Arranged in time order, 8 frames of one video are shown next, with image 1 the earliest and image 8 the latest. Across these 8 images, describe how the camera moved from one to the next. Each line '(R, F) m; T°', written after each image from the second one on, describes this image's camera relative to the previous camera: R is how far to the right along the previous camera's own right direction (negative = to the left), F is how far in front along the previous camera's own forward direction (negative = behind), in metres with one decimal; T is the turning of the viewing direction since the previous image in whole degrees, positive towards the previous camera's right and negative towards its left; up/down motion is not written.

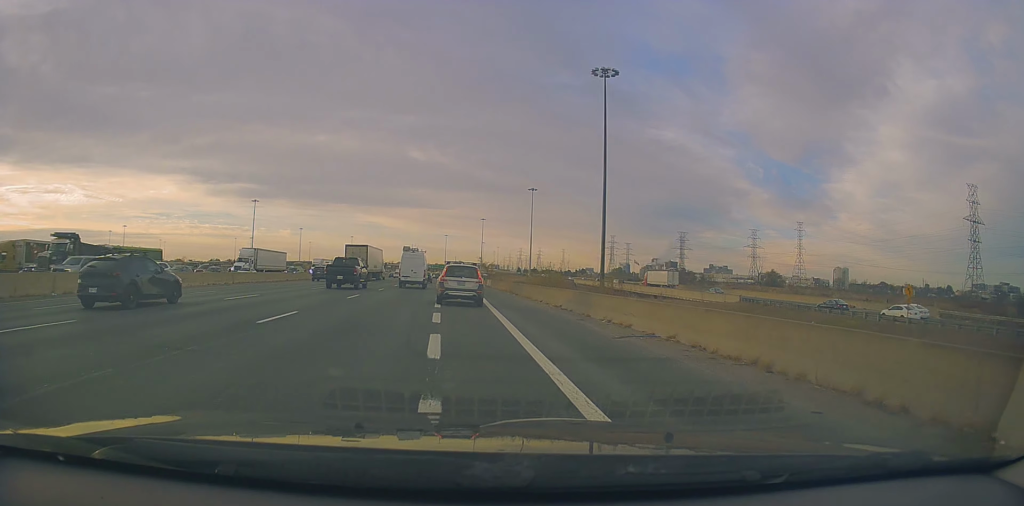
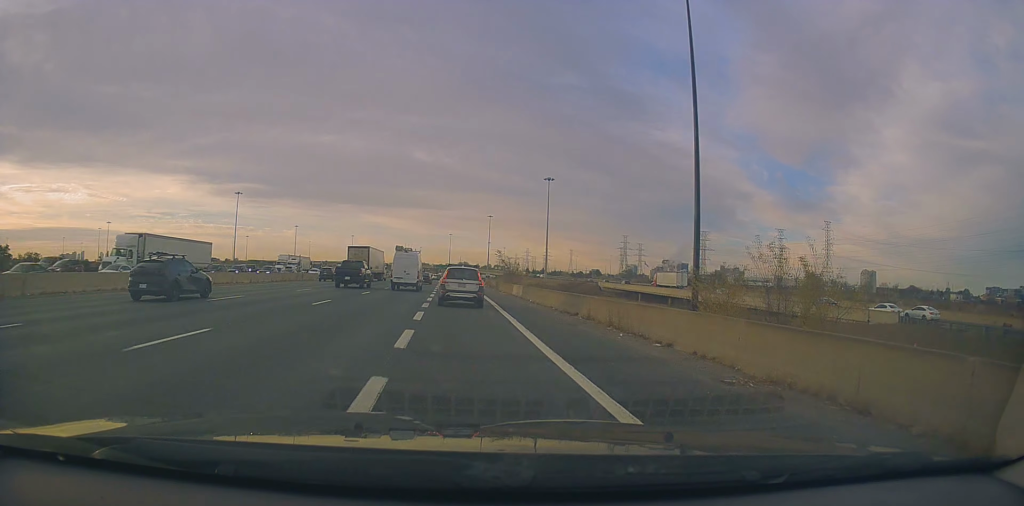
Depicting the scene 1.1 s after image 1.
(-0.4, +27.8) m; -1°
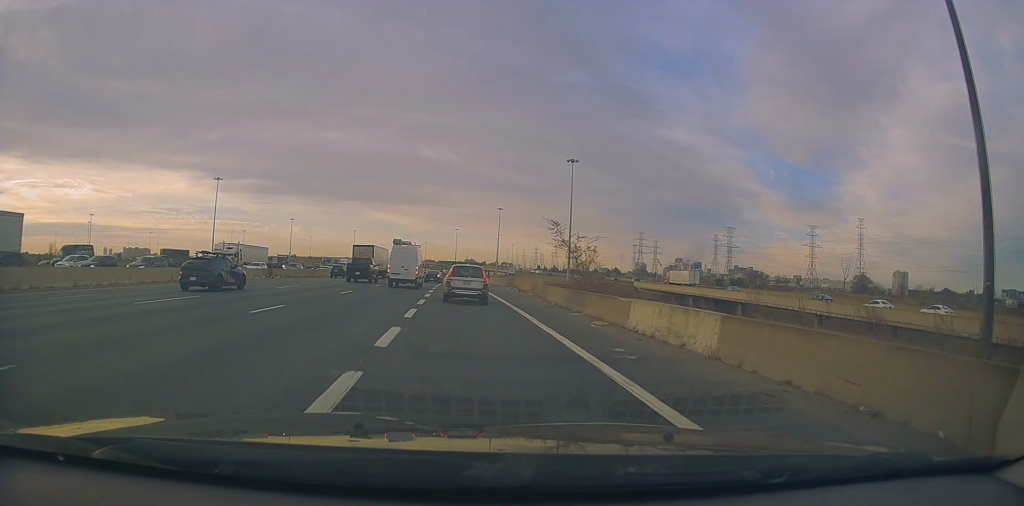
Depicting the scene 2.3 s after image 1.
(-0.2, +28.5) m; 0°
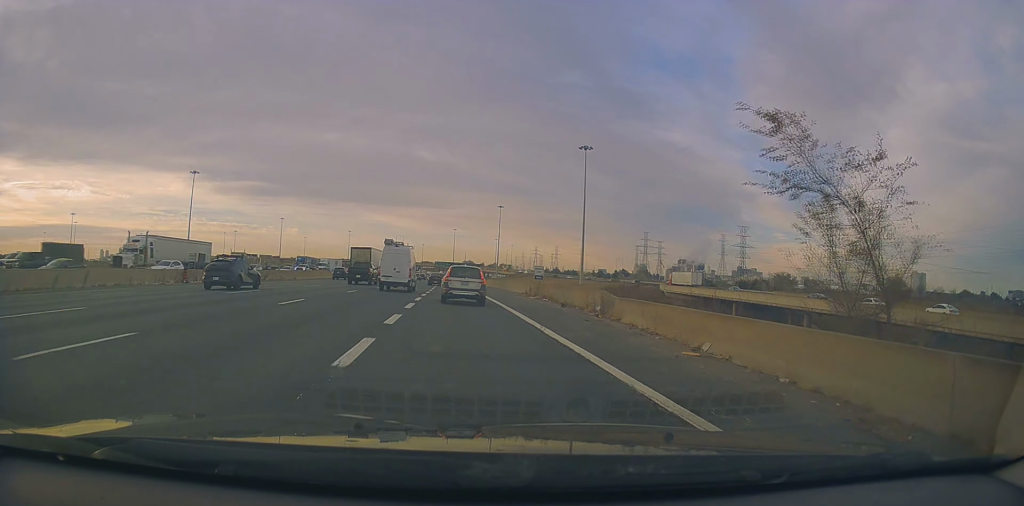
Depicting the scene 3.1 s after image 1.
(0.0, +19.8) m; +1°
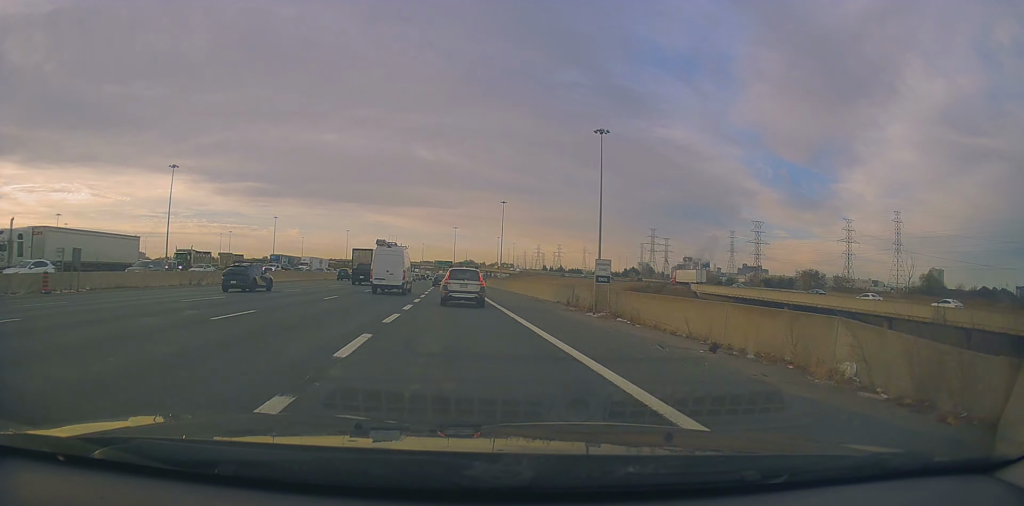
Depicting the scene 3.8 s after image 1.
(+0.4, +16.6) m; 0°
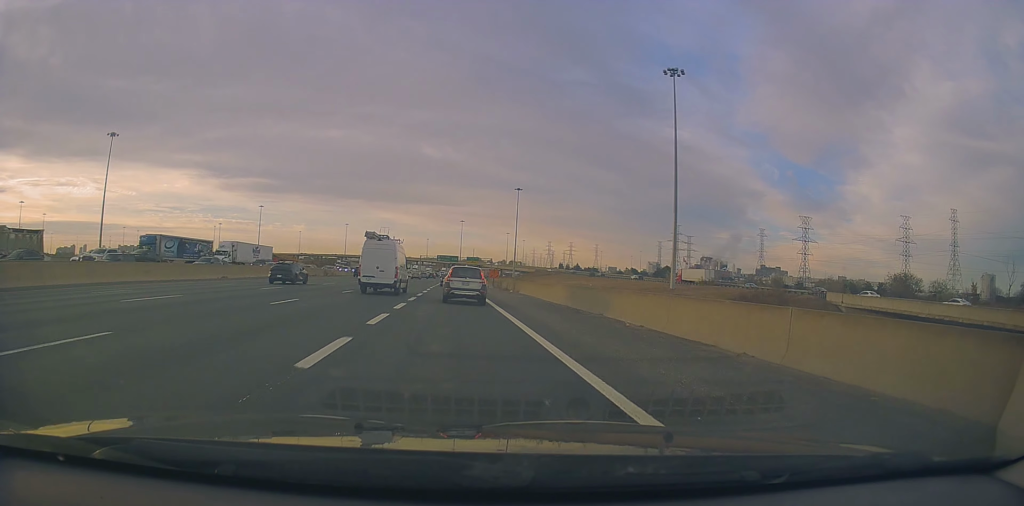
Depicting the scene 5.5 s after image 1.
(-0.6, +42.2) m; -1°
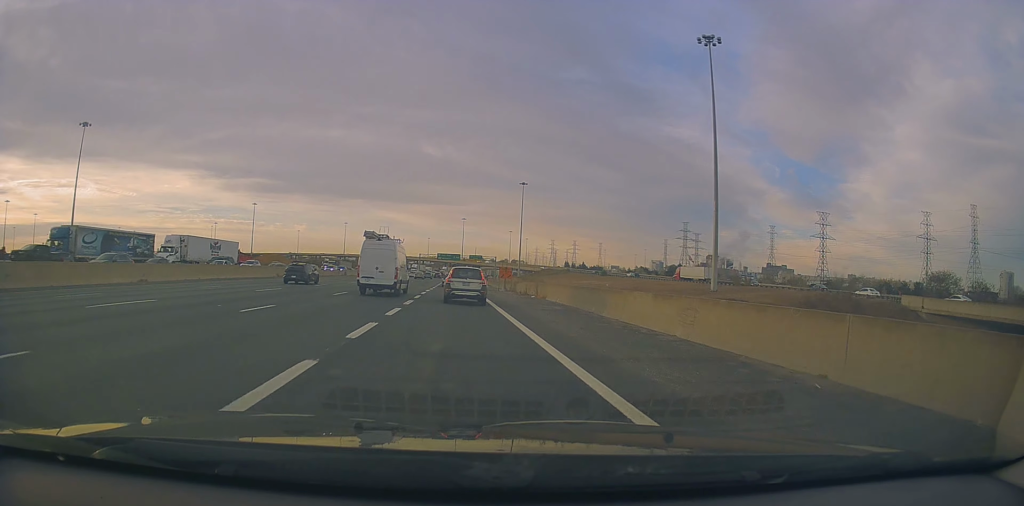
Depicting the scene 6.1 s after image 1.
(-0.1, +13.6) m; 0°
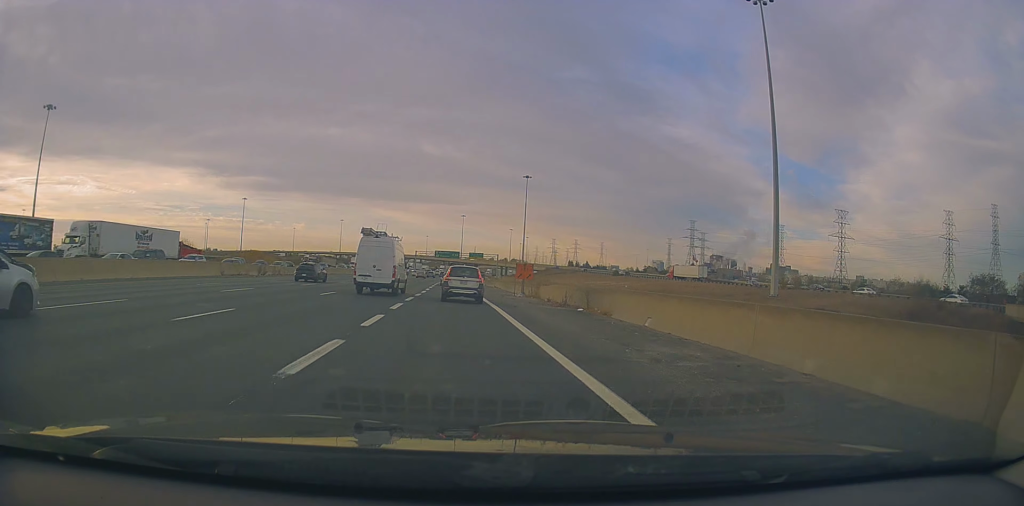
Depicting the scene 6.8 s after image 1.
(0.0, +15.9) m; 0°
